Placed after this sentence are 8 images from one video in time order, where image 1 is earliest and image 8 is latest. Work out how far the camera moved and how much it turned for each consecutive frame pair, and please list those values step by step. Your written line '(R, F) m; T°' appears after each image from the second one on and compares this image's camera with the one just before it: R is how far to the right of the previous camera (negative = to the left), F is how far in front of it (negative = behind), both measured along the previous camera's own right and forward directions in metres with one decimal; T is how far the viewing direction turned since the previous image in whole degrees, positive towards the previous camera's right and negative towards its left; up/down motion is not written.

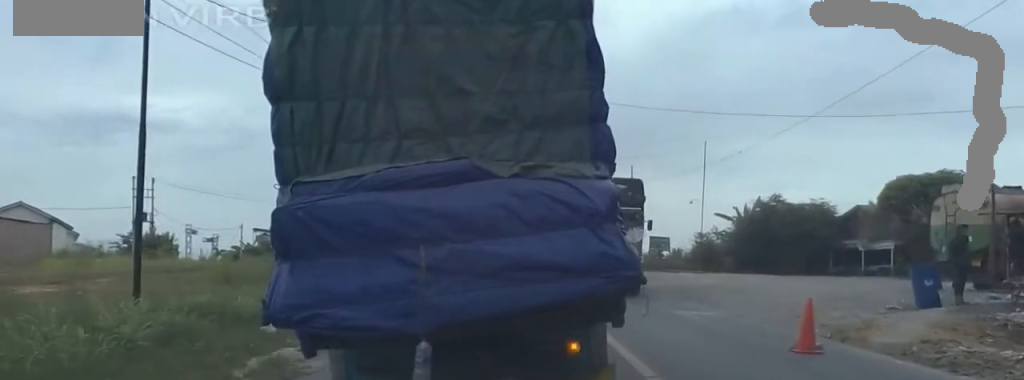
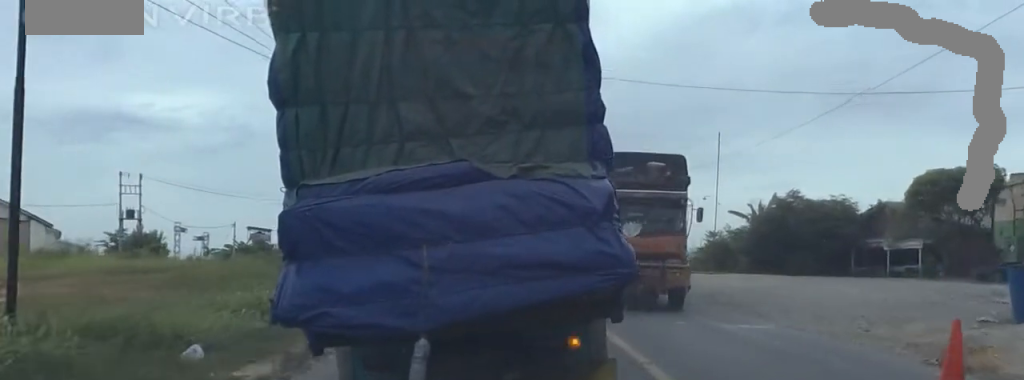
(0.0, +4.1) m; 0°
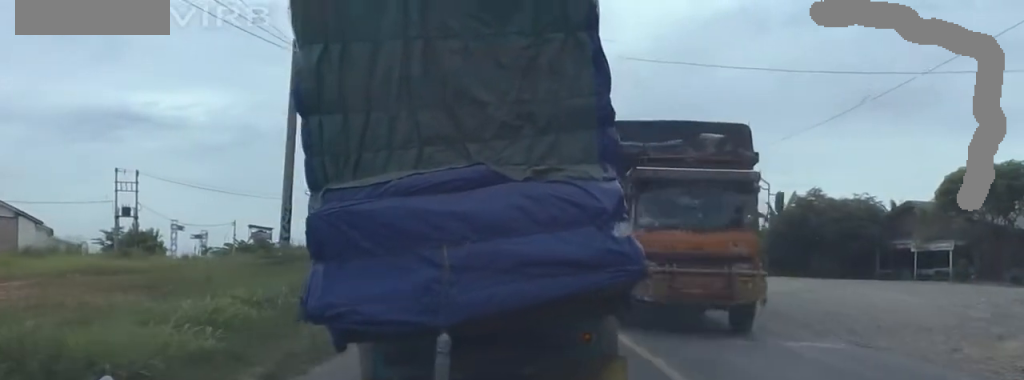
(0.0, +3.2) m; 0°
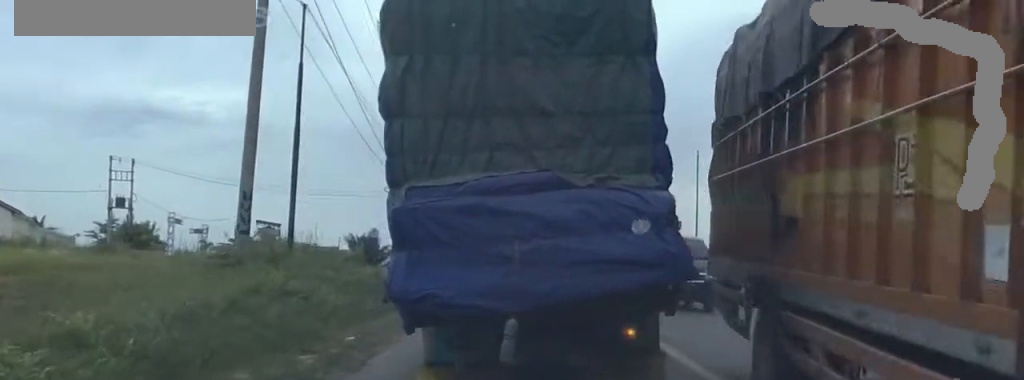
(0.0, +7.7) m; 0°
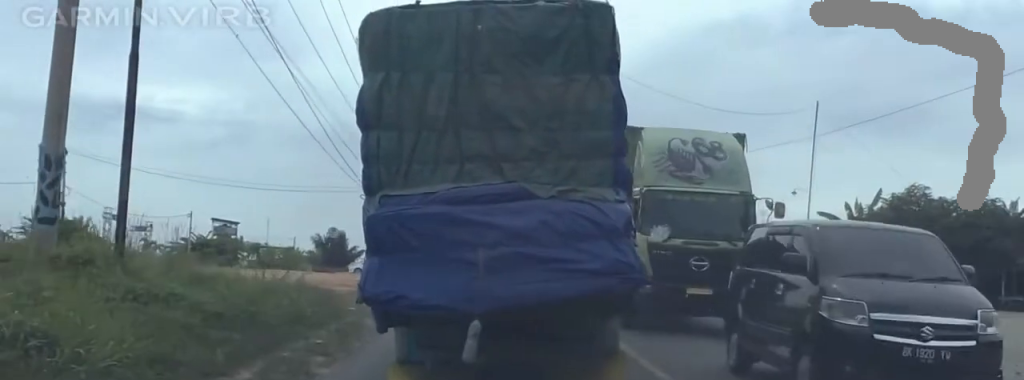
(0.0, +8.0) m; 0°
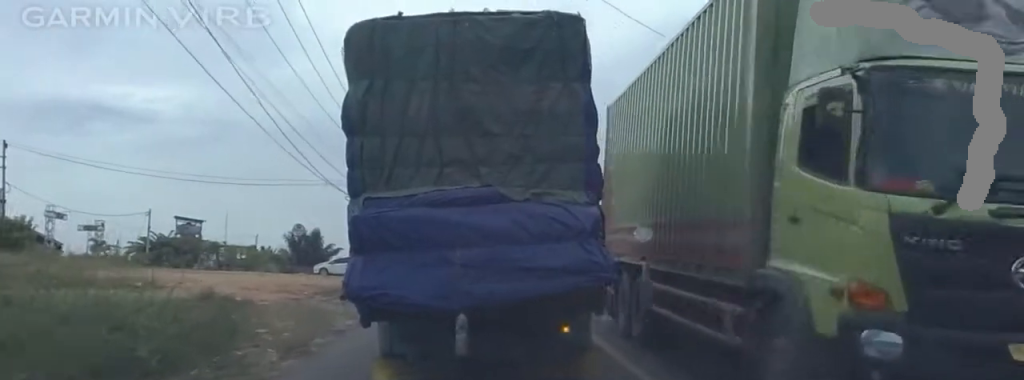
(0.0, +6.2) m; 0°
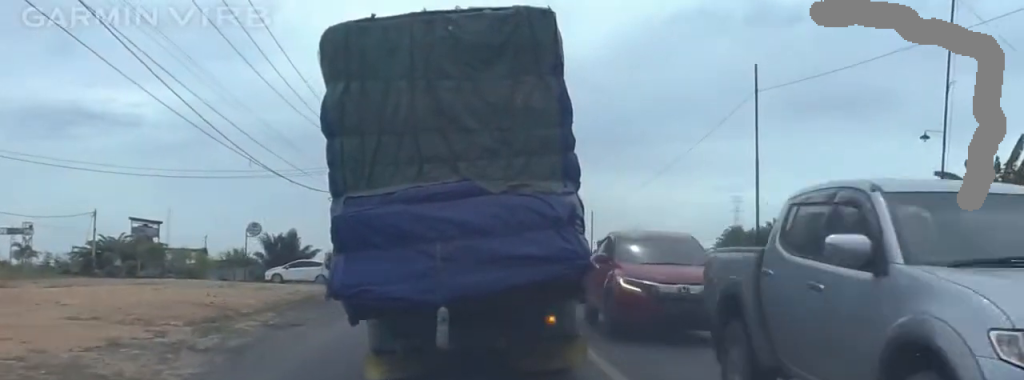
(0.0, +9.9) m; 0°
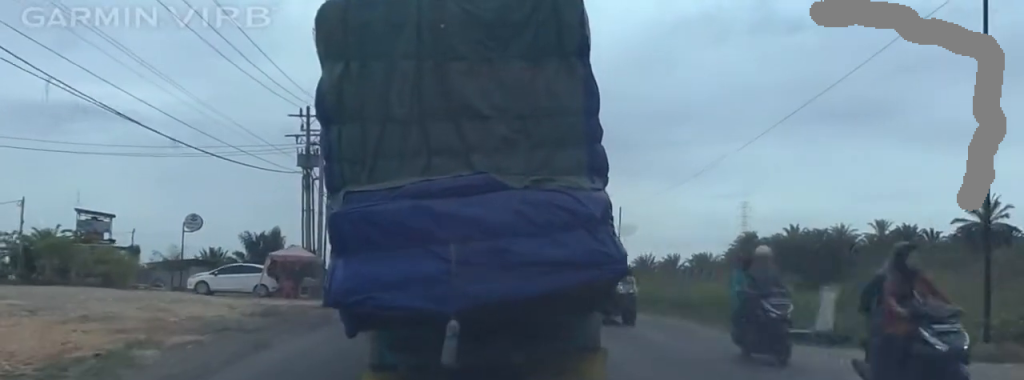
(0.0, +13.4) m; -2°
